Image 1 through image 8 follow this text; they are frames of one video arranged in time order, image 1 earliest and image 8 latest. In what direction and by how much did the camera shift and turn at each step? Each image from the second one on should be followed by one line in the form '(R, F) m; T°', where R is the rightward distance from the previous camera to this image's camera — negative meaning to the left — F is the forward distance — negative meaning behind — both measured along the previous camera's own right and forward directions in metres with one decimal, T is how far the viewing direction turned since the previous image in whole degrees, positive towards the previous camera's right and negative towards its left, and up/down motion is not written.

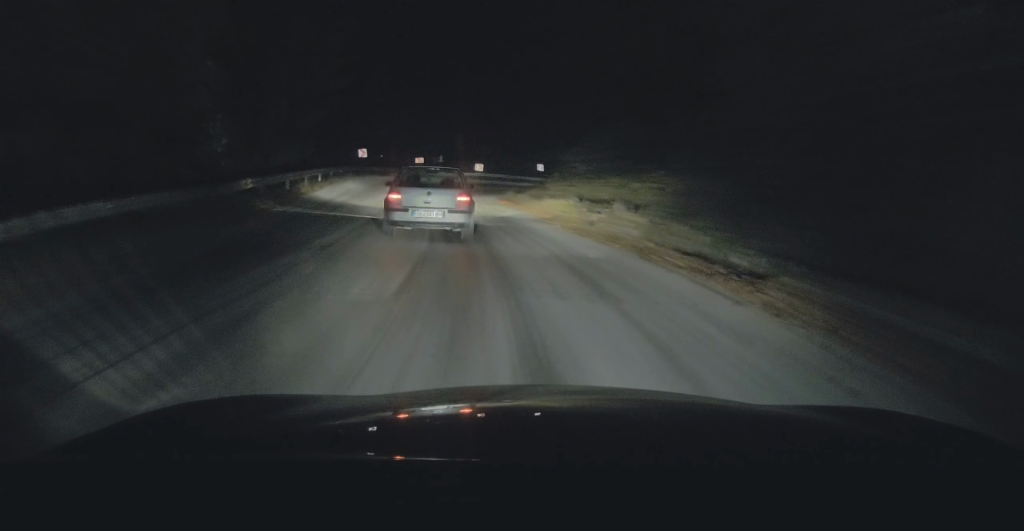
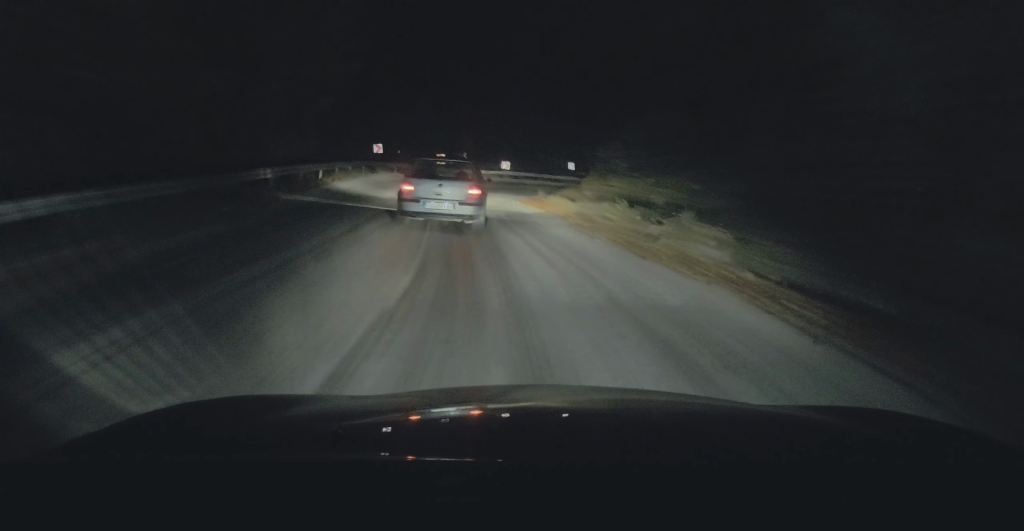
(-0.1, +4.7) m; -3°
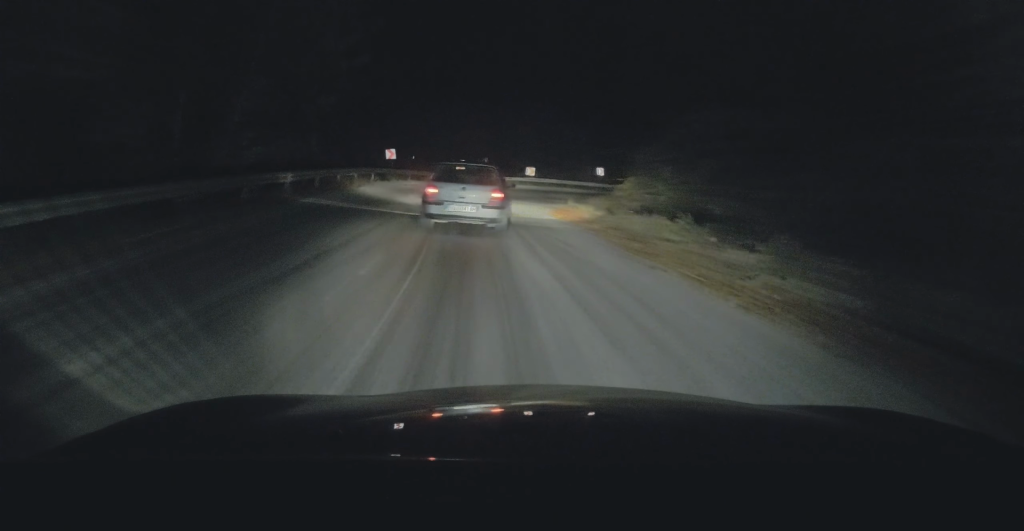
(0.0, +4.4) m; -3°
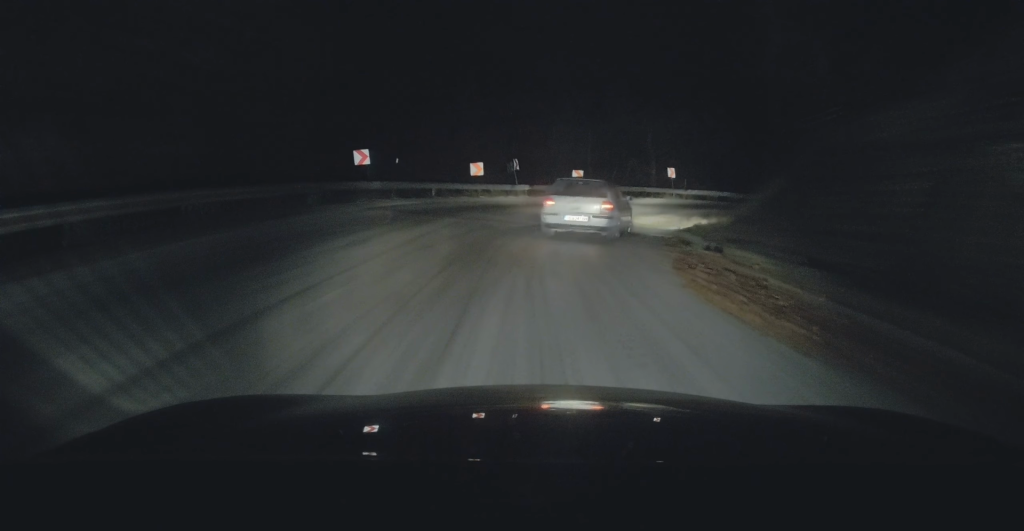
(-1.6, +17.2) m; -7°
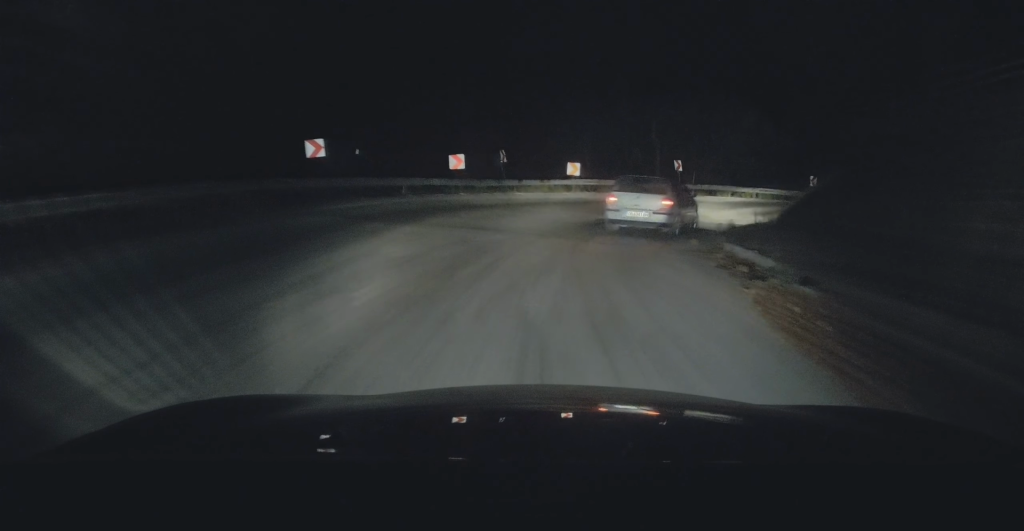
(0.0, +5.0) m; 0°
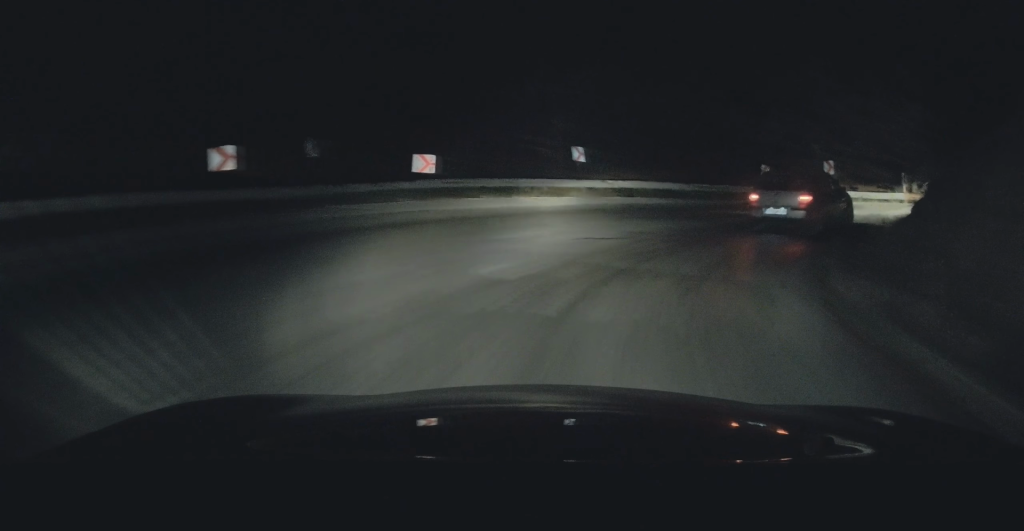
(0.0, +12.1) m; +10°
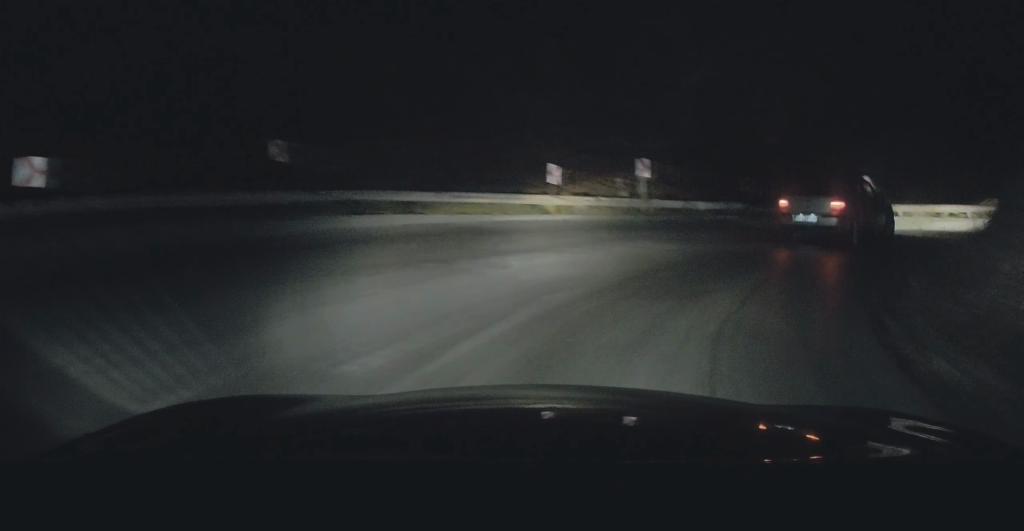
(+2.0, +9.2) m; +22°
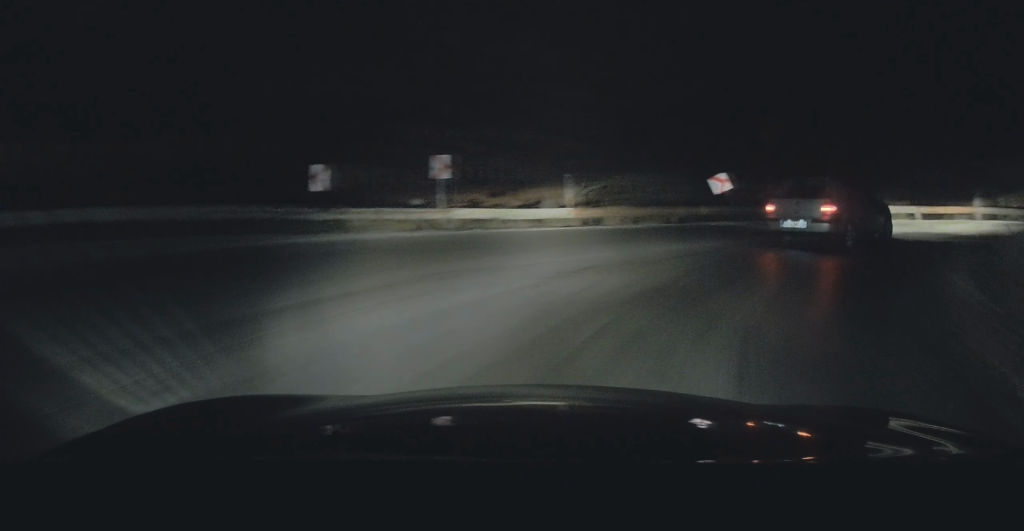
(+0.3, +5.8) m; +17°
